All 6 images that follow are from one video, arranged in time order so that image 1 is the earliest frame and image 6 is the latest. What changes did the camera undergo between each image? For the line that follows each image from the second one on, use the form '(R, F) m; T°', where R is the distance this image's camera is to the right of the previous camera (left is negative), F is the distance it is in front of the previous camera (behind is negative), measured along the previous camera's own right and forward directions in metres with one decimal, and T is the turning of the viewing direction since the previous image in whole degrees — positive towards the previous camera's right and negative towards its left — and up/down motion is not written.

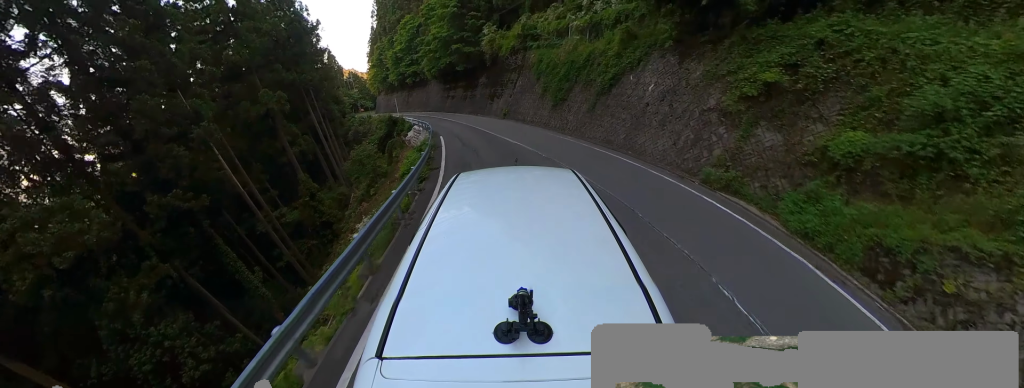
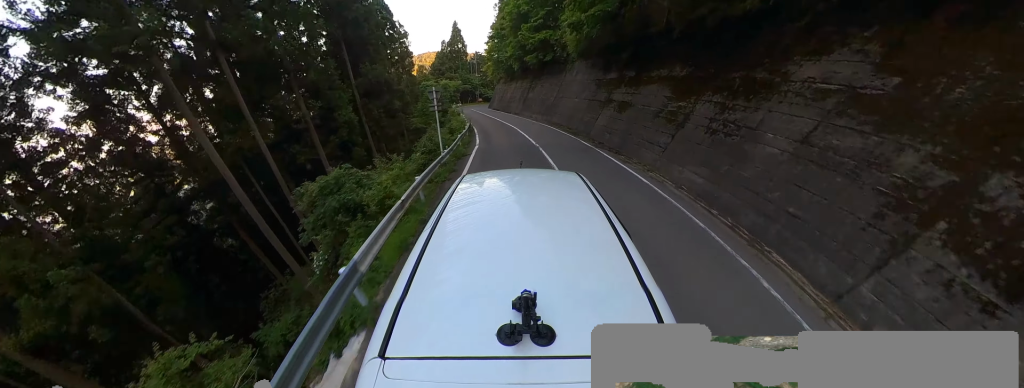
(-5.6, +27.3) m; -26°
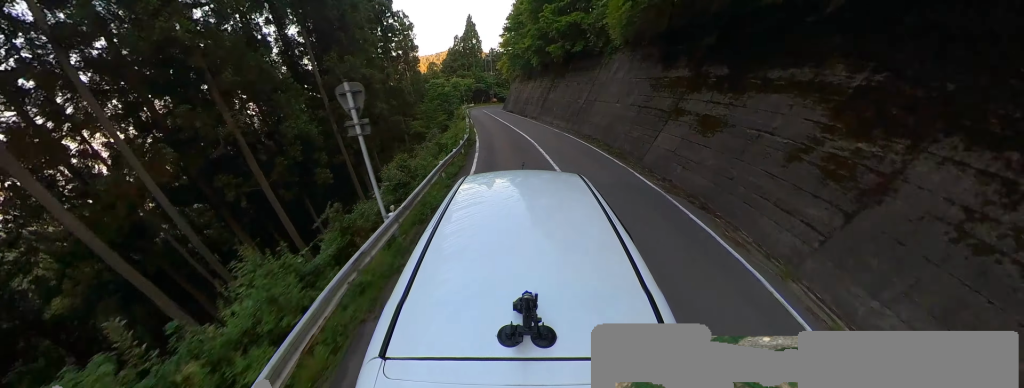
(+0.4, +6.0) m; -7°
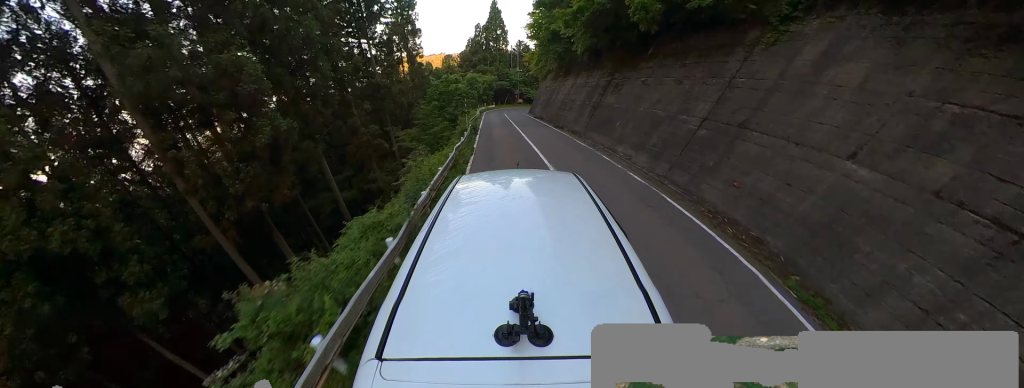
(-1.6, +11.1) m; 0°
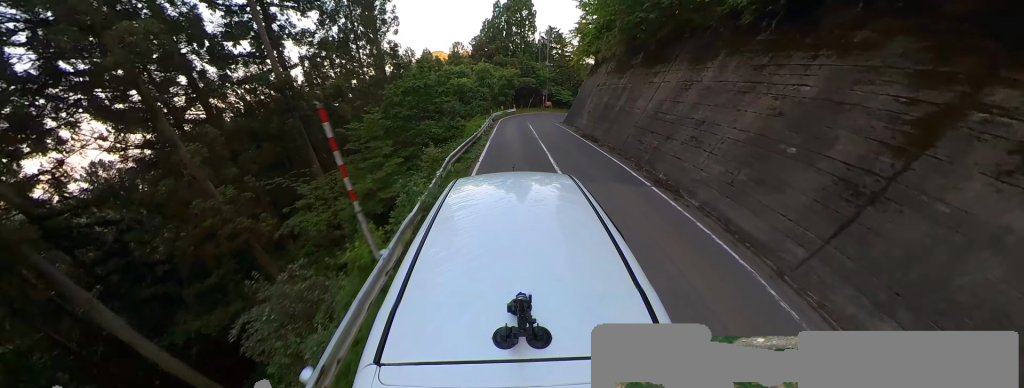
(+0.6, +14.2) m; -6°
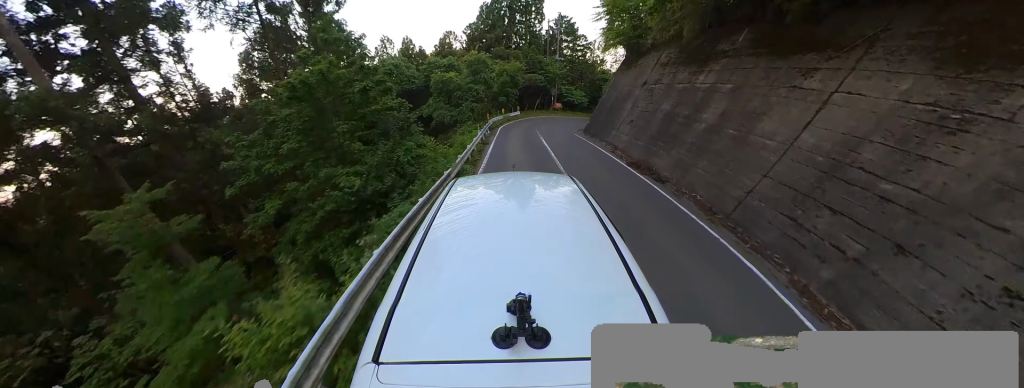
(-0.6, +7.7) m; -4°
